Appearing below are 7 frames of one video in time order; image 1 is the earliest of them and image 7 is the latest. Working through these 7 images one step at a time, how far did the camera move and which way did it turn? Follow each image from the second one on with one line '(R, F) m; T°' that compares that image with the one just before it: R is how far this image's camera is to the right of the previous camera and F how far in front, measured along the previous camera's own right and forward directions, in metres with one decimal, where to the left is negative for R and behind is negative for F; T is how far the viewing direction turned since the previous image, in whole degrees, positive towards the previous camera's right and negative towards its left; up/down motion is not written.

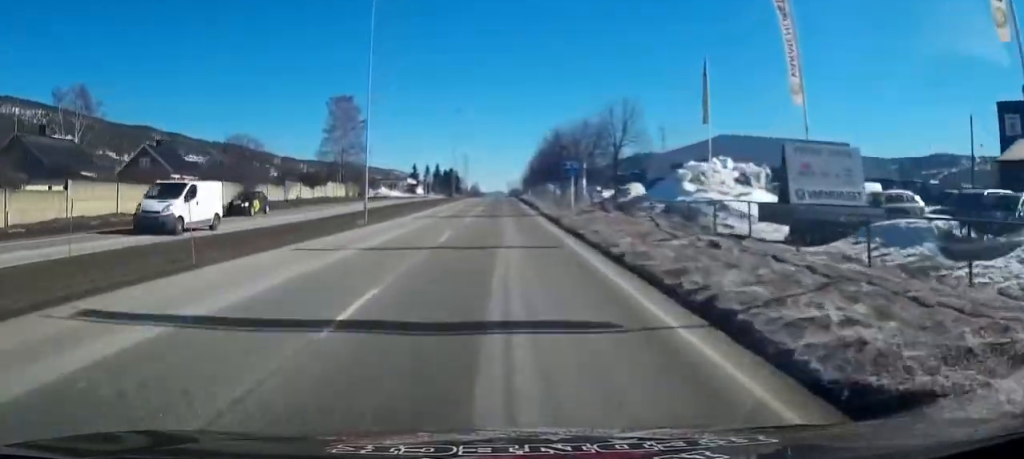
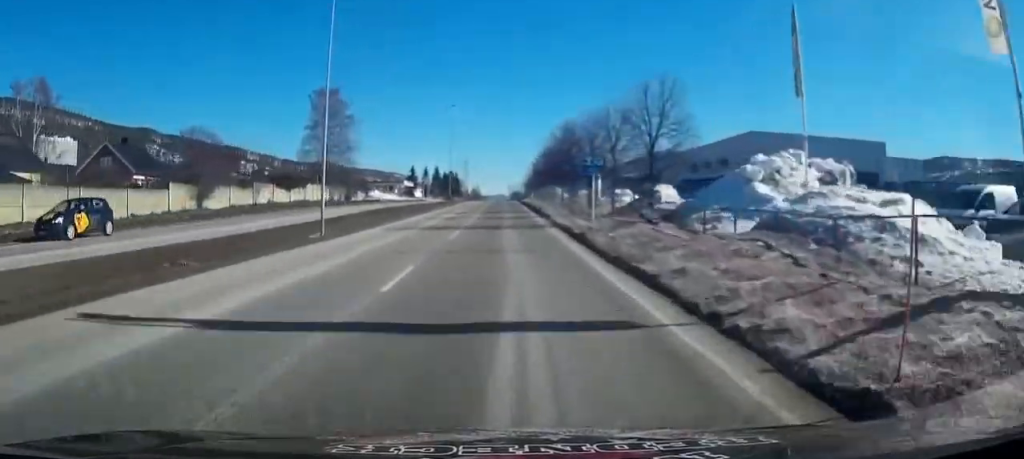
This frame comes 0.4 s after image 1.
(-0.1, +8.7) m; 0°
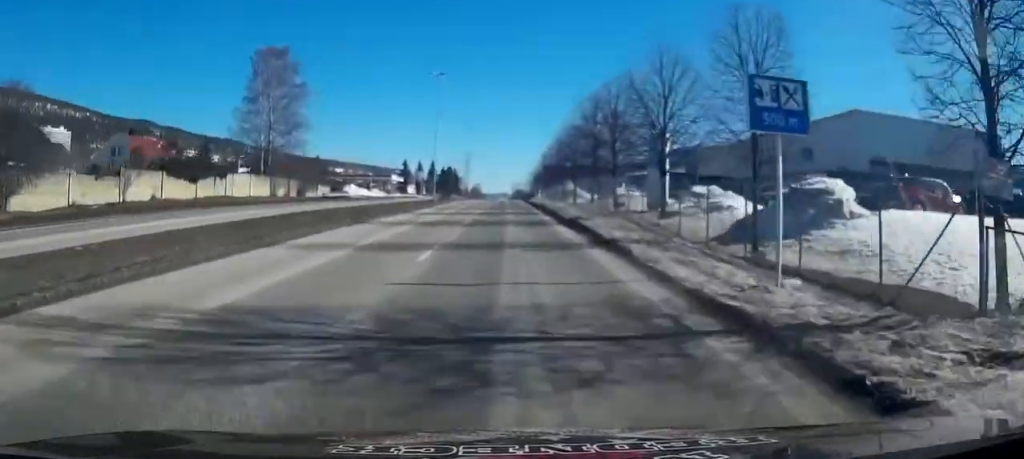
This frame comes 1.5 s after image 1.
(+0.1, +20.9) m; 0°
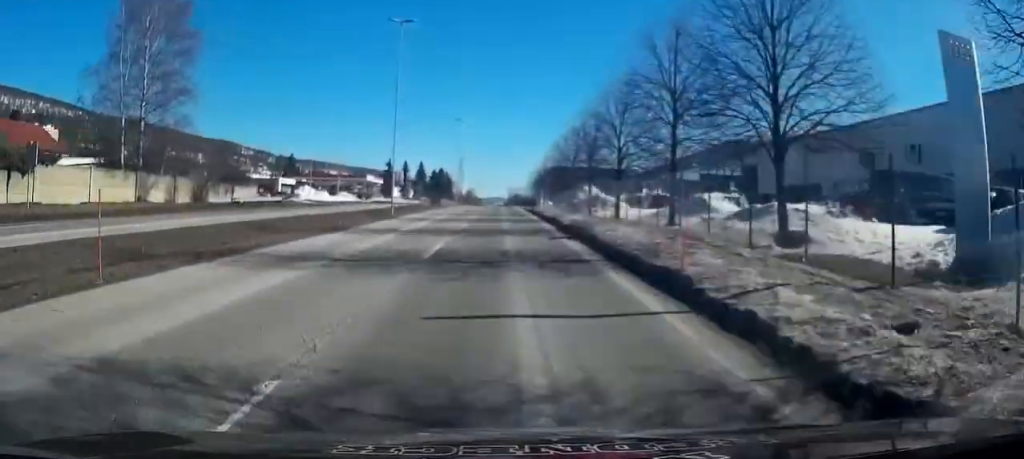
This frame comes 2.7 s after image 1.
(0.0, +22.4) m; 0°
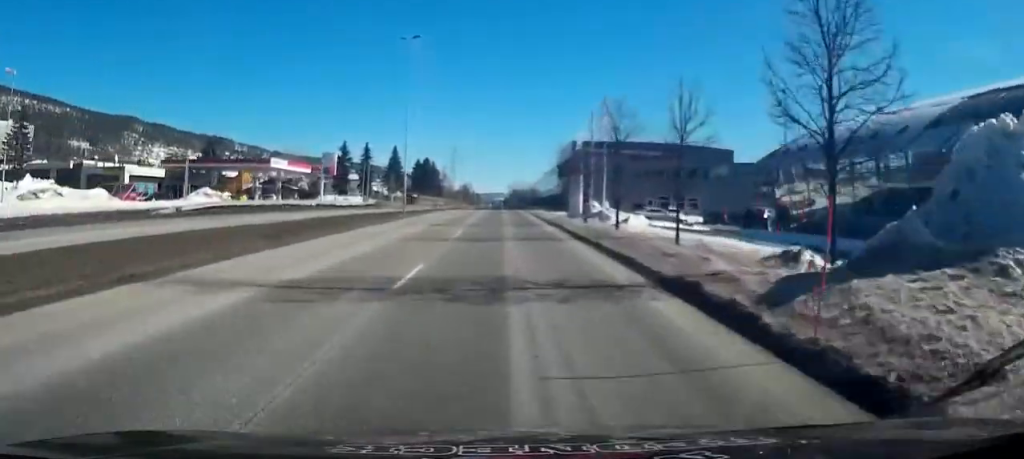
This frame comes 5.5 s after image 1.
(+1.6, +53.6) m; +1°
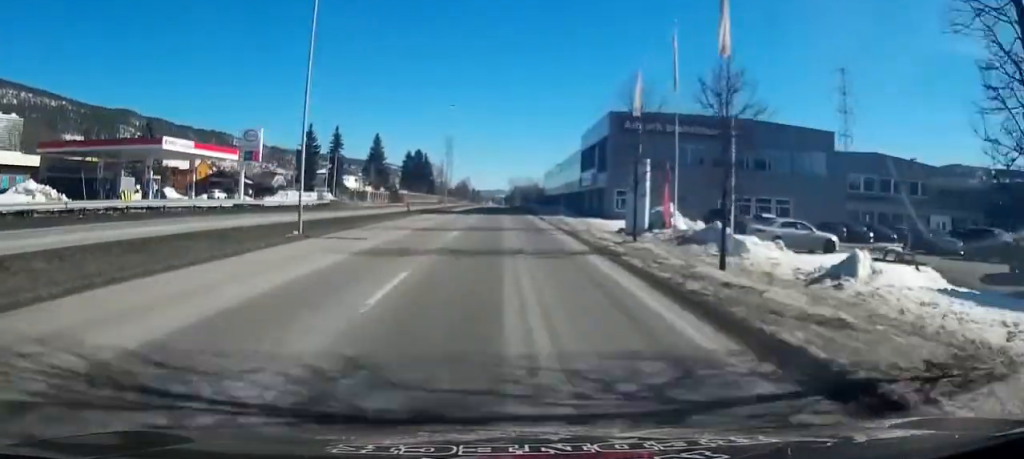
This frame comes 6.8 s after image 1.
(-0.6, +25.7) m; -1°
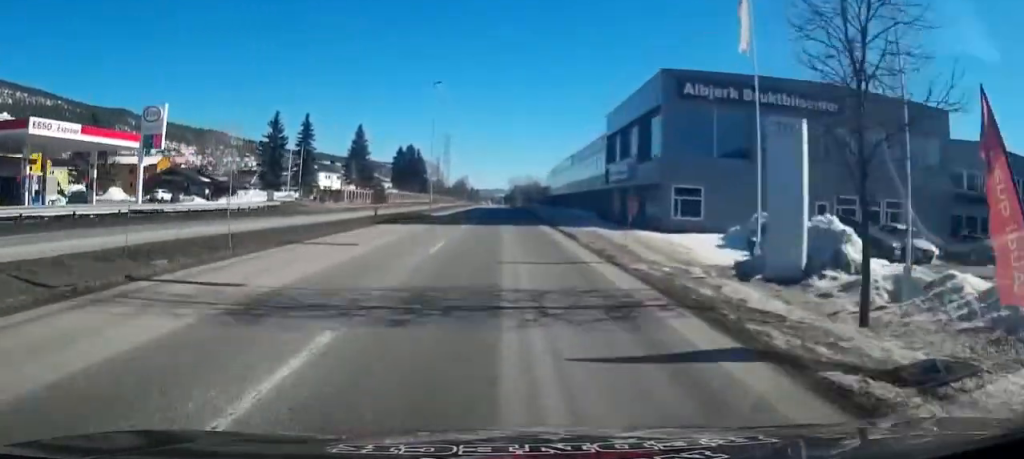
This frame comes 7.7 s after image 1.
(+0.1, +16.8) m; 0°
